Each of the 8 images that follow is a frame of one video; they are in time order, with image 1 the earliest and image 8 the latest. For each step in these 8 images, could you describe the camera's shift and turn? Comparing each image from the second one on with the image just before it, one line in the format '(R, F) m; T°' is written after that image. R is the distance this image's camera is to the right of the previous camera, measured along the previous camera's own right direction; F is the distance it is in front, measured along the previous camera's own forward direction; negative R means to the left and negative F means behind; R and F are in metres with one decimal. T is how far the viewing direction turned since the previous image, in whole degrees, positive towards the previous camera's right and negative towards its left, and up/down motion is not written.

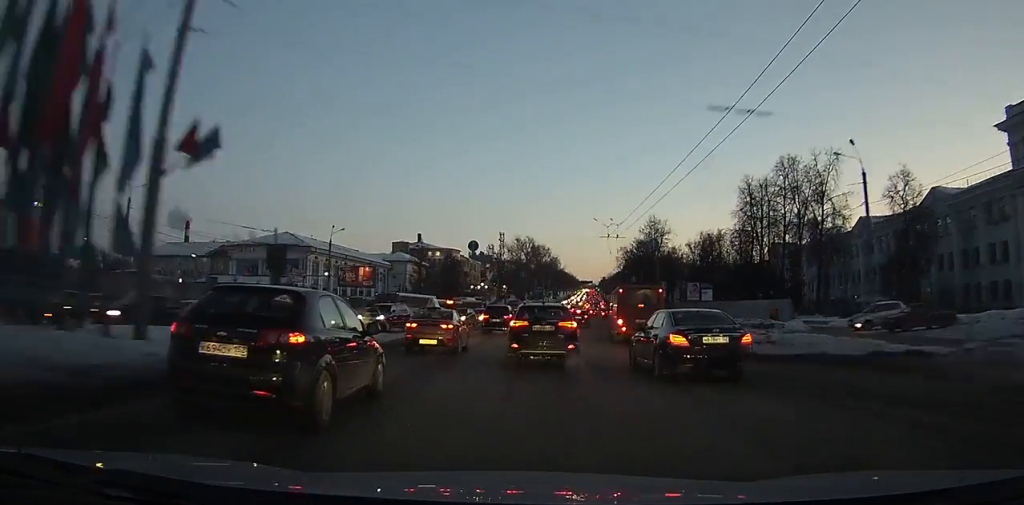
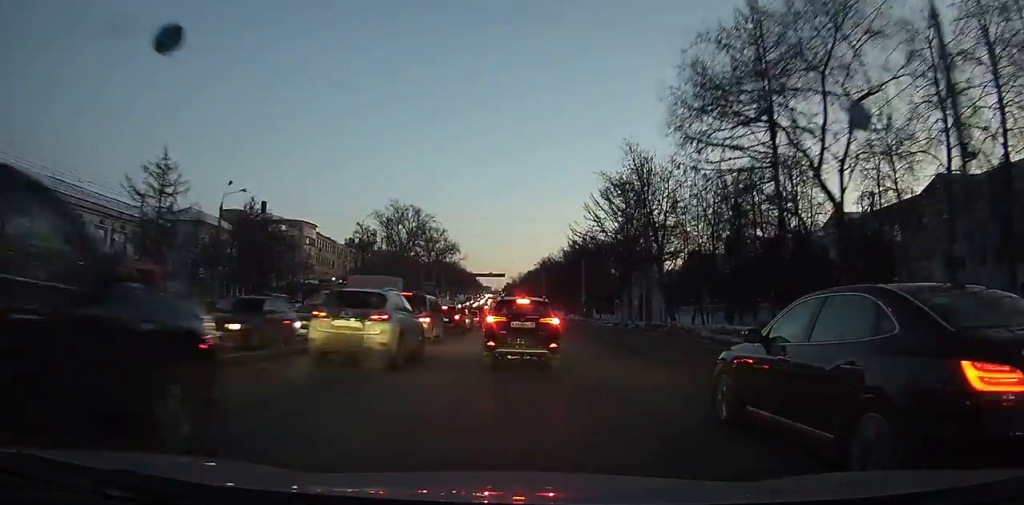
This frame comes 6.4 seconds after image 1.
(+2.8, +62.8) m; +5°
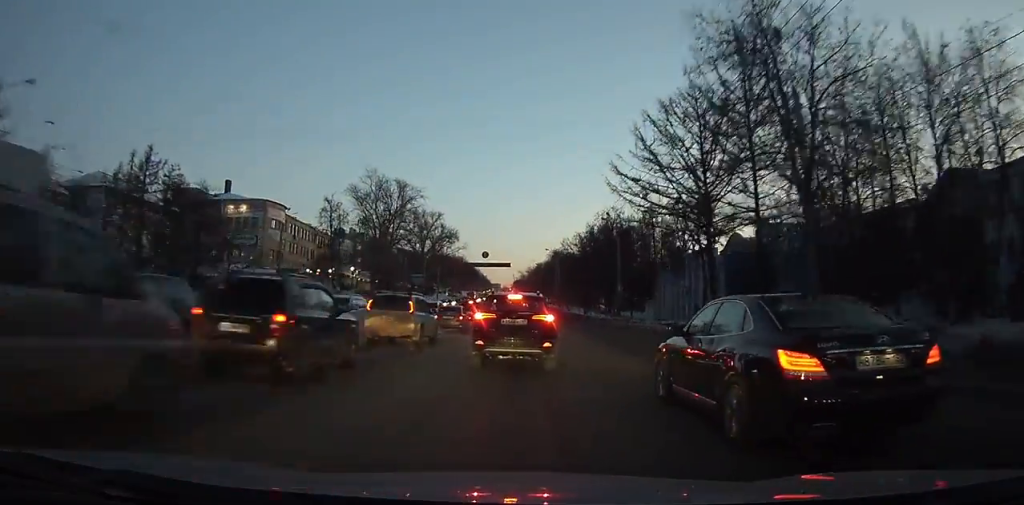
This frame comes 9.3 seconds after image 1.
(+0.2, +24.8) m; 0°
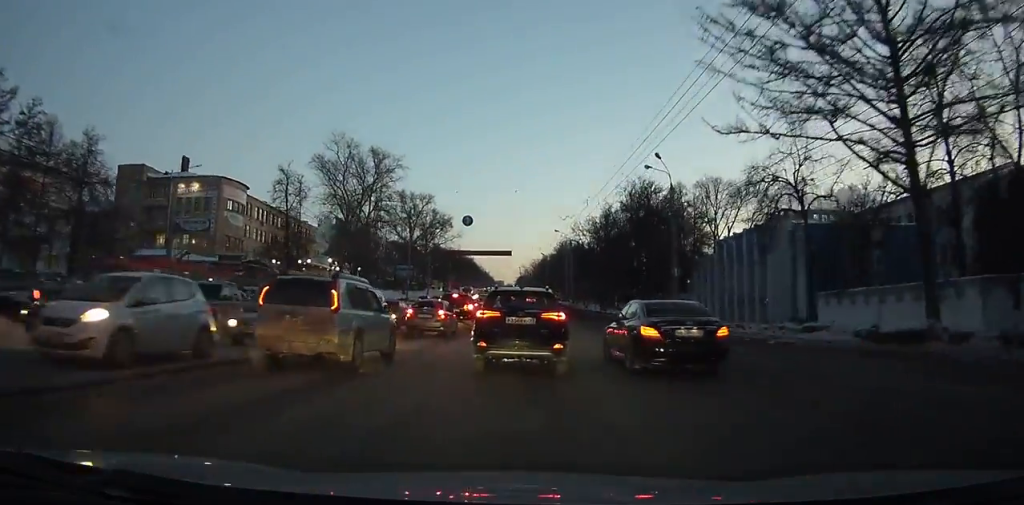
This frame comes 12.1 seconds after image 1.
(0.0, +20.0) m; 0°
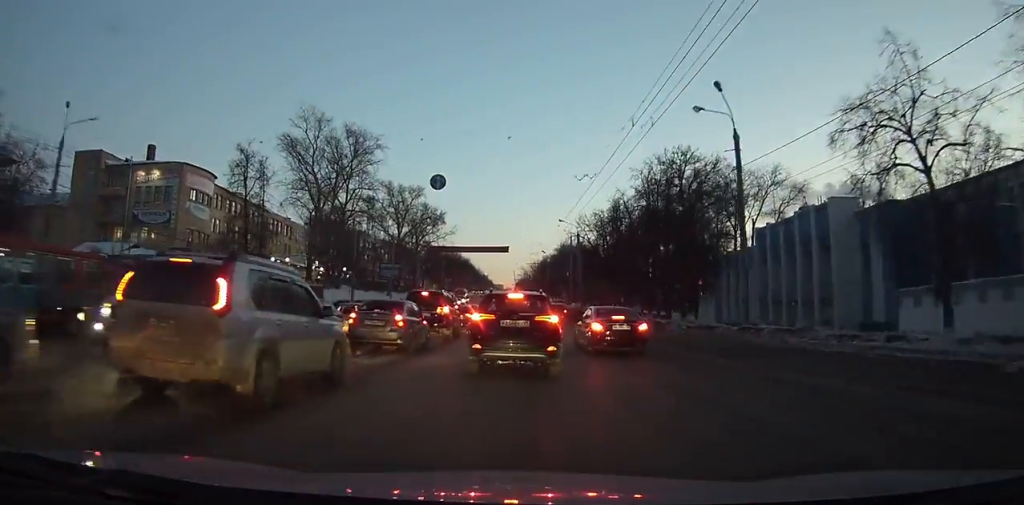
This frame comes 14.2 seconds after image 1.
(0.0, +12.4) m; 0°
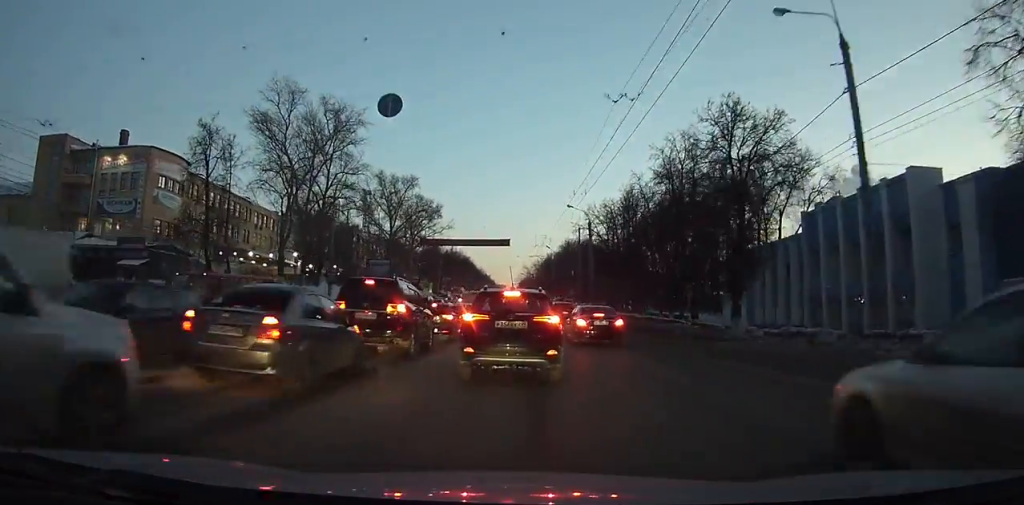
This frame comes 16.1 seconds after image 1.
(0.0, +9.9) m; 0°
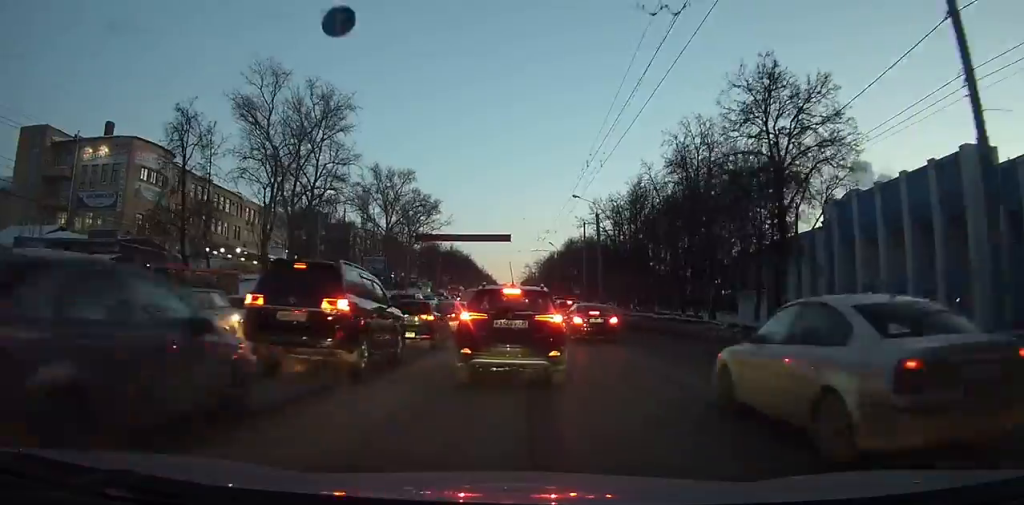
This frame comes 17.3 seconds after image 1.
(0.0, +5.0) m; 0°
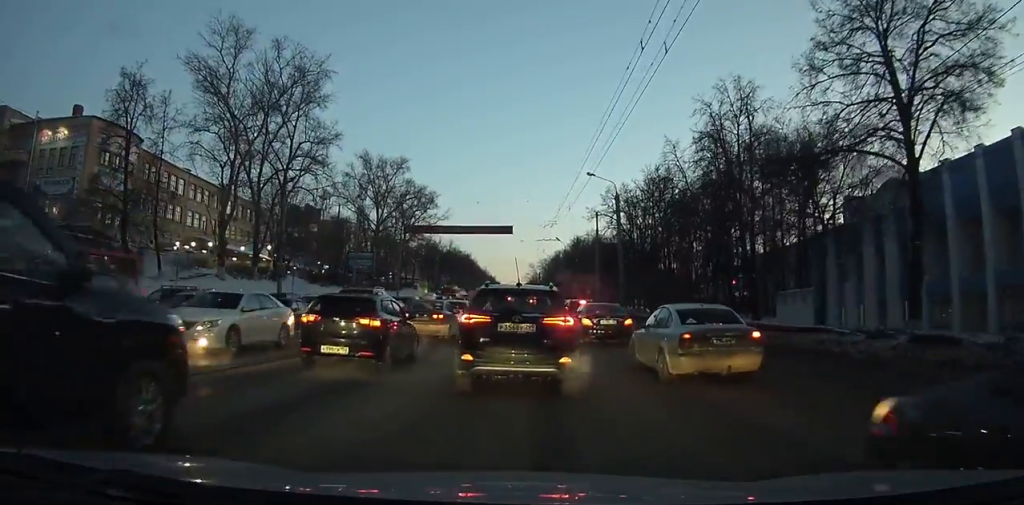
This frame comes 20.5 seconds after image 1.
(0.0, +12.6) m; +1°
